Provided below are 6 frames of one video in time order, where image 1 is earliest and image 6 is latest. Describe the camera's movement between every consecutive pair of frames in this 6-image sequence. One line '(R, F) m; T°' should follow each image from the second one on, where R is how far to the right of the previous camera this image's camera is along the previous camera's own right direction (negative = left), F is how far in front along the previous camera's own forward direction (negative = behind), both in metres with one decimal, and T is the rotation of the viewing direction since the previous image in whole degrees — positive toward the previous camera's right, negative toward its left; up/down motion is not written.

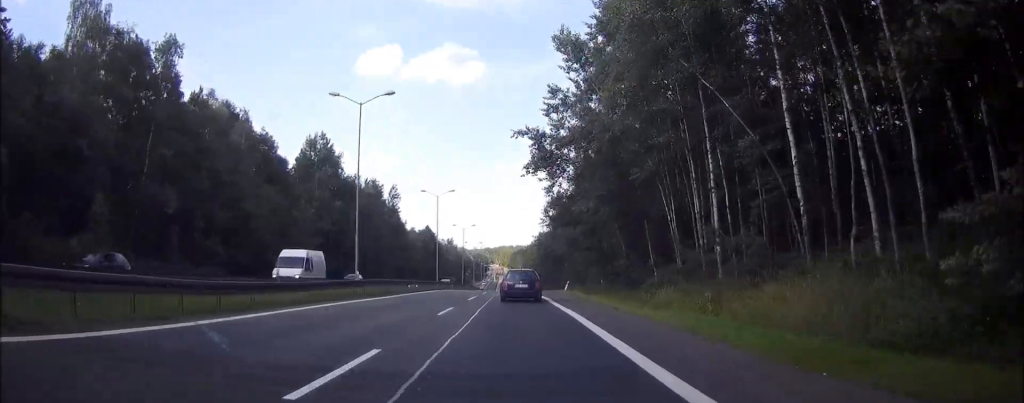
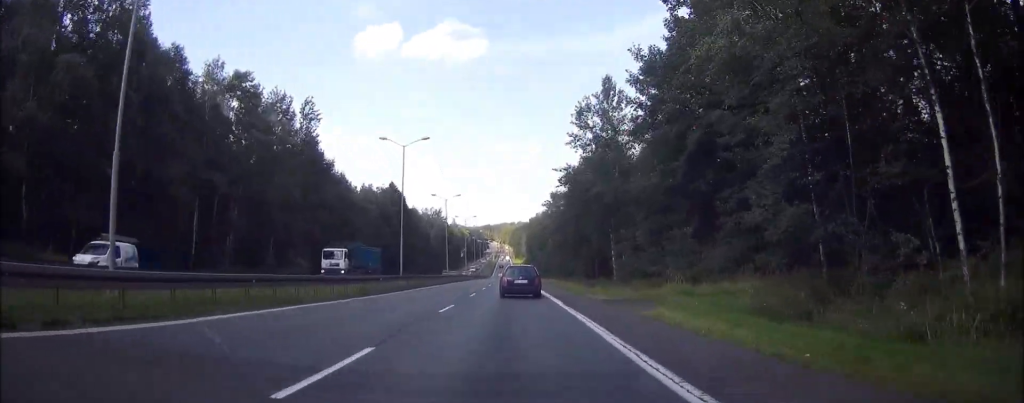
(+0.1, +65.0) m; 0°
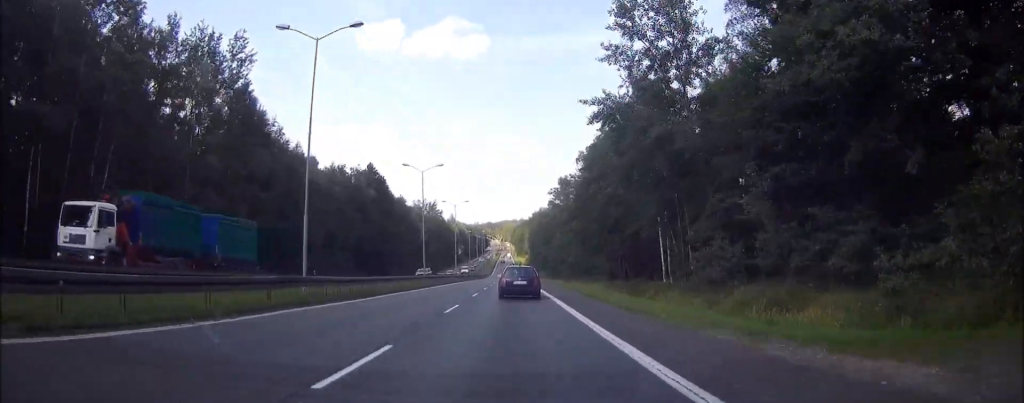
(-0.2, +24.8) m; 0°
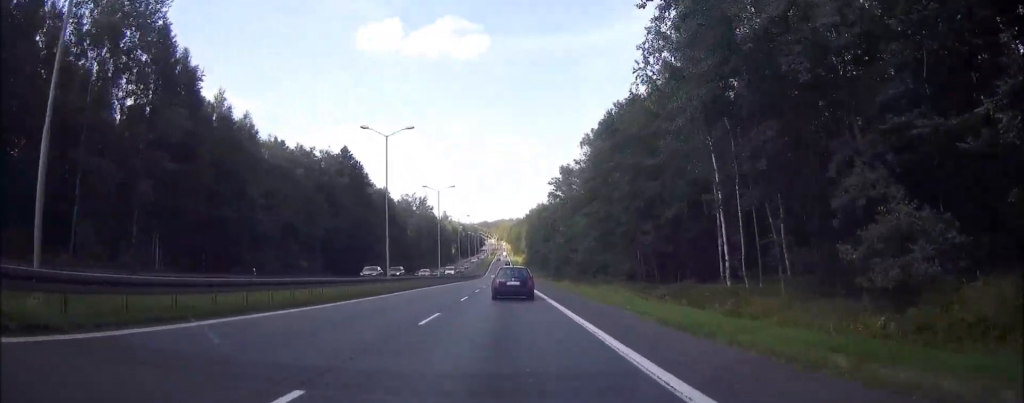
(0.0, +16.1) m; 0°
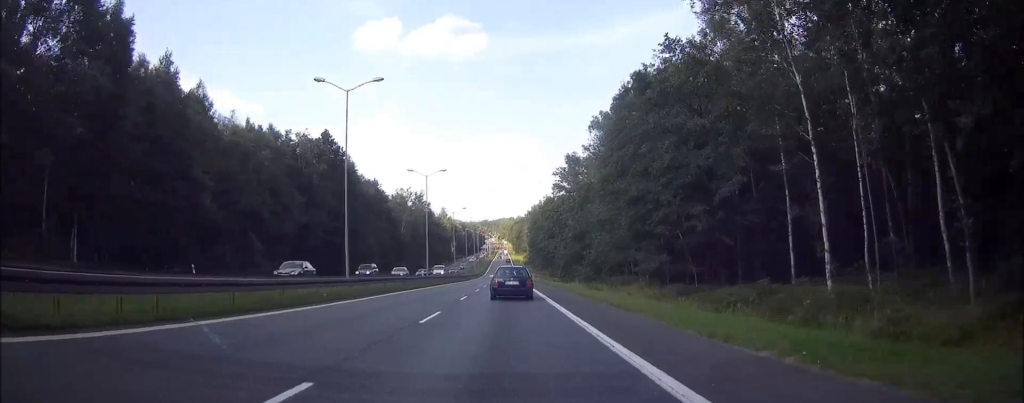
(+0.1, +12.2) m; 0°
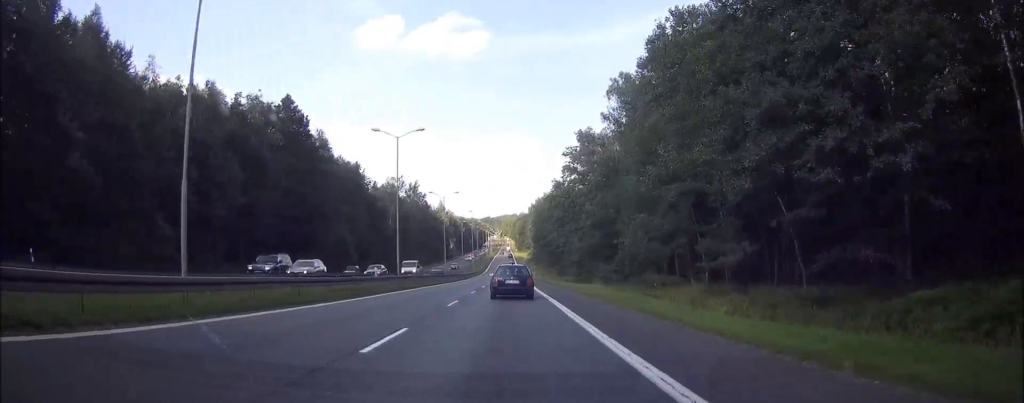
(0.0, +18.8) m; 0°
